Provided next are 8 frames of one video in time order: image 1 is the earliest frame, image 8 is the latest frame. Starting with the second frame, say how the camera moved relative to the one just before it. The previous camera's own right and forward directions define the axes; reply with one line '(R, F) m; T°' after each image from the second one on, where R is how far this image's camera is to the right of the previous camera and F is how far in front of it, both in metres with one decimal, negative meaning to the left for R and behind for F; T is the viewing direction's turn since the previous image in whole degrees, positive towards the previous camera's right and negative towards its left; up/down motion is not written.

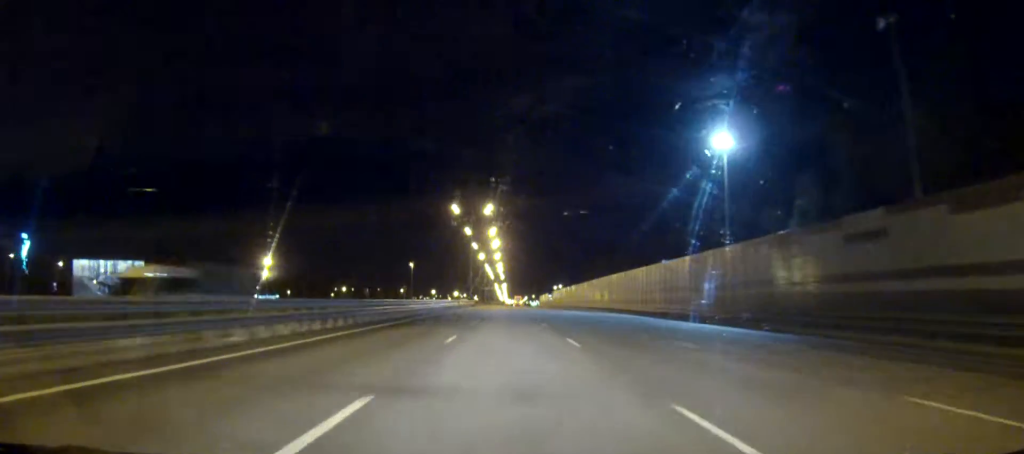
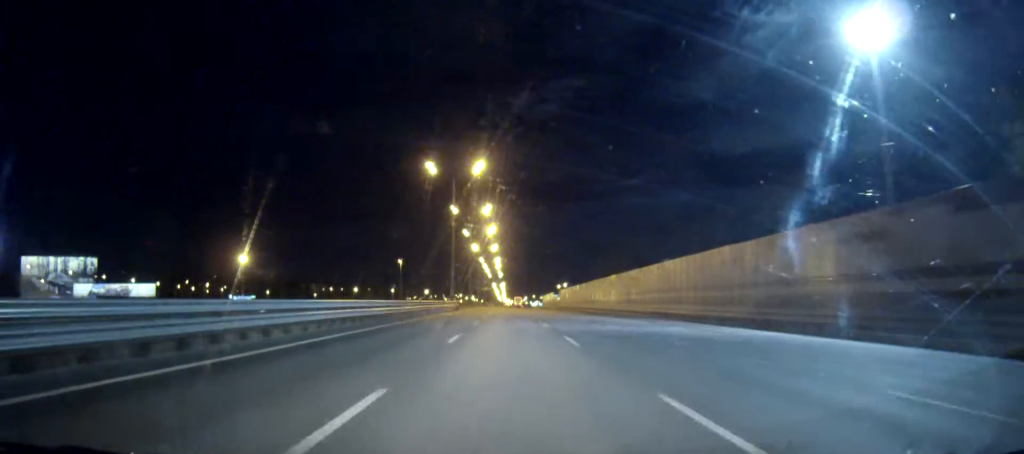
(+0.2, +47.0) m; 0°
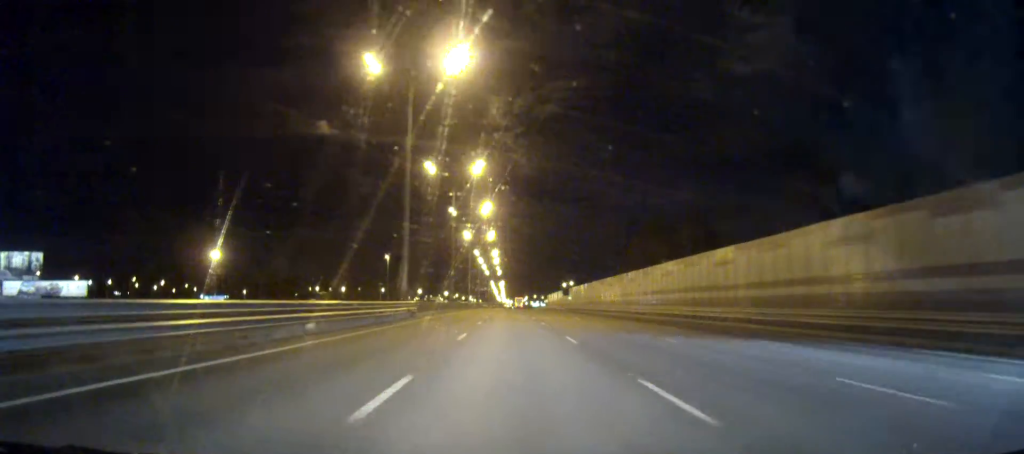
(0.0, +46.0) m; 0°
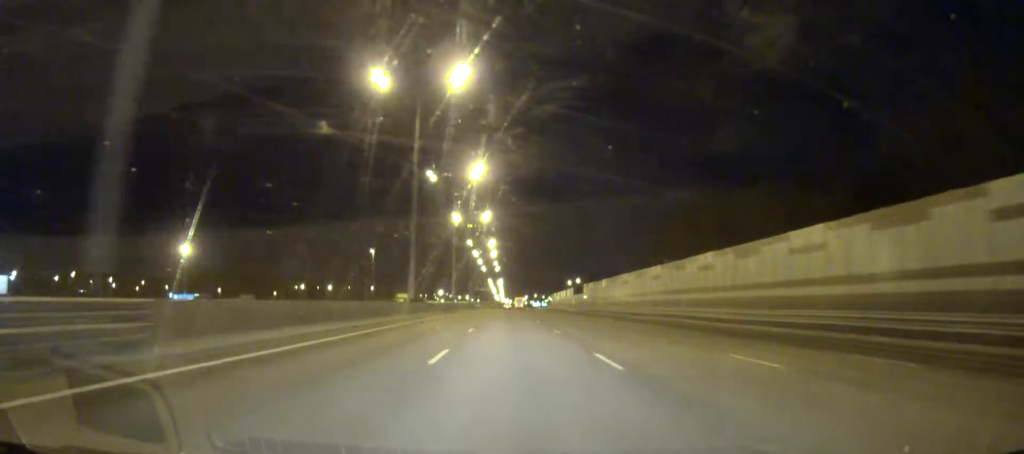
(0.0, +41.1) m; 0°
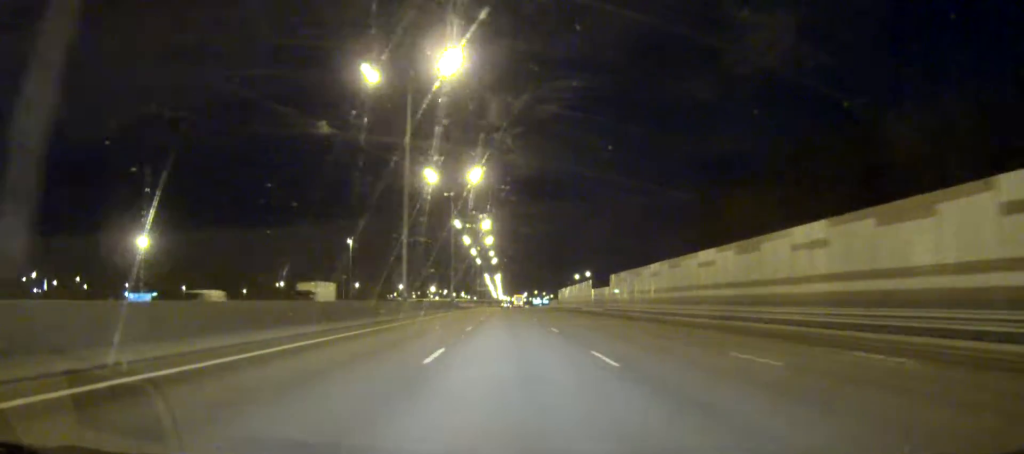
(0.0, +48.1) m; 0°
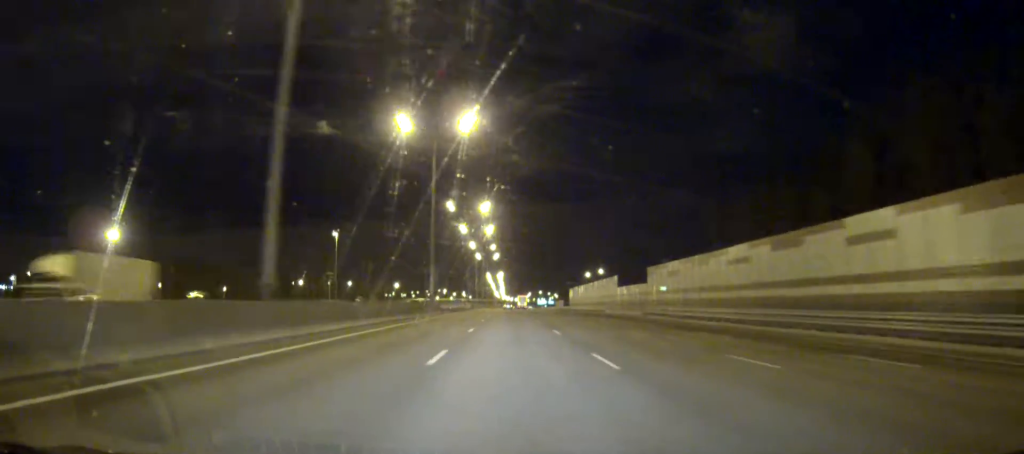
(+0.1, +31.8) m; 0°
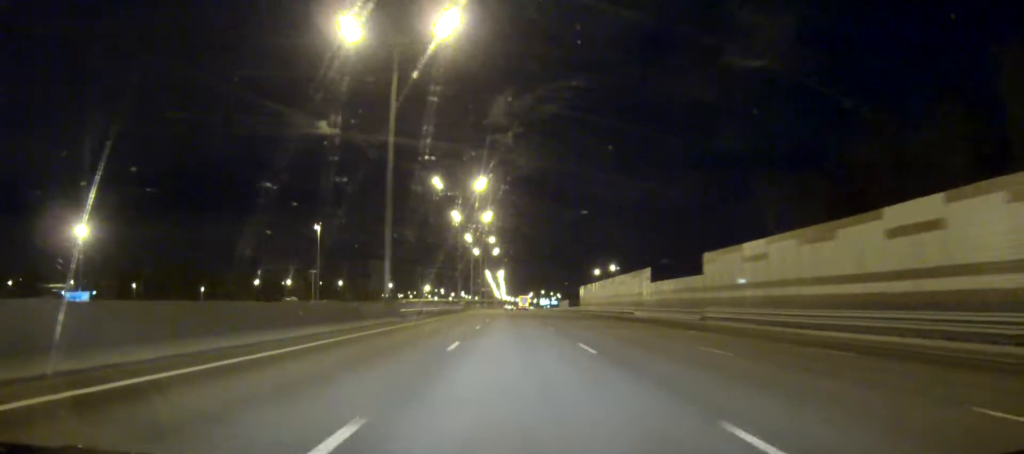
(0.0, +27.6) m; 0°
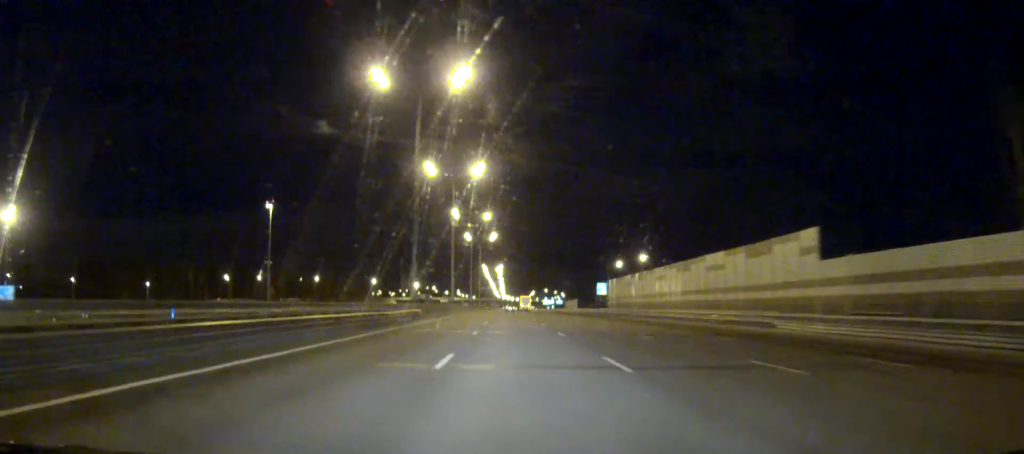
(-0.1, +53.0) m; 0°
